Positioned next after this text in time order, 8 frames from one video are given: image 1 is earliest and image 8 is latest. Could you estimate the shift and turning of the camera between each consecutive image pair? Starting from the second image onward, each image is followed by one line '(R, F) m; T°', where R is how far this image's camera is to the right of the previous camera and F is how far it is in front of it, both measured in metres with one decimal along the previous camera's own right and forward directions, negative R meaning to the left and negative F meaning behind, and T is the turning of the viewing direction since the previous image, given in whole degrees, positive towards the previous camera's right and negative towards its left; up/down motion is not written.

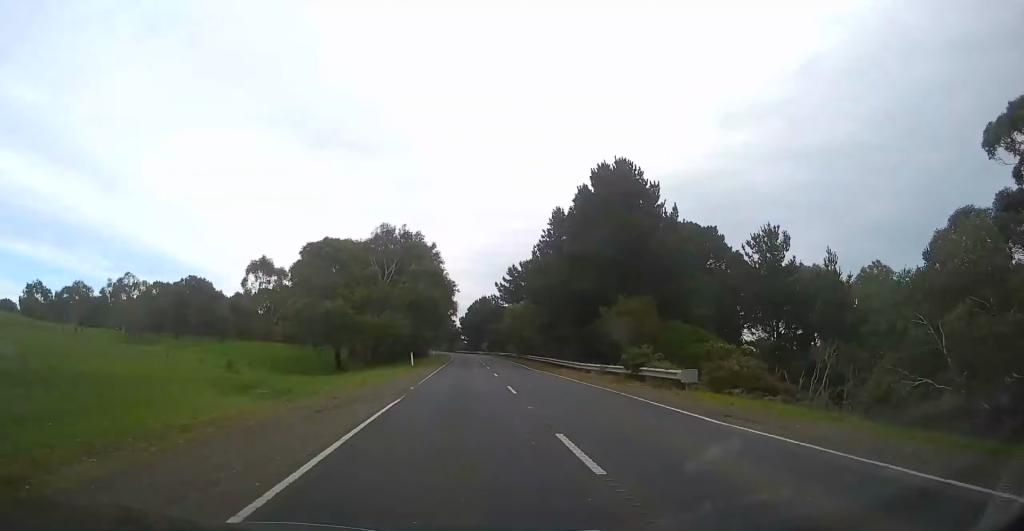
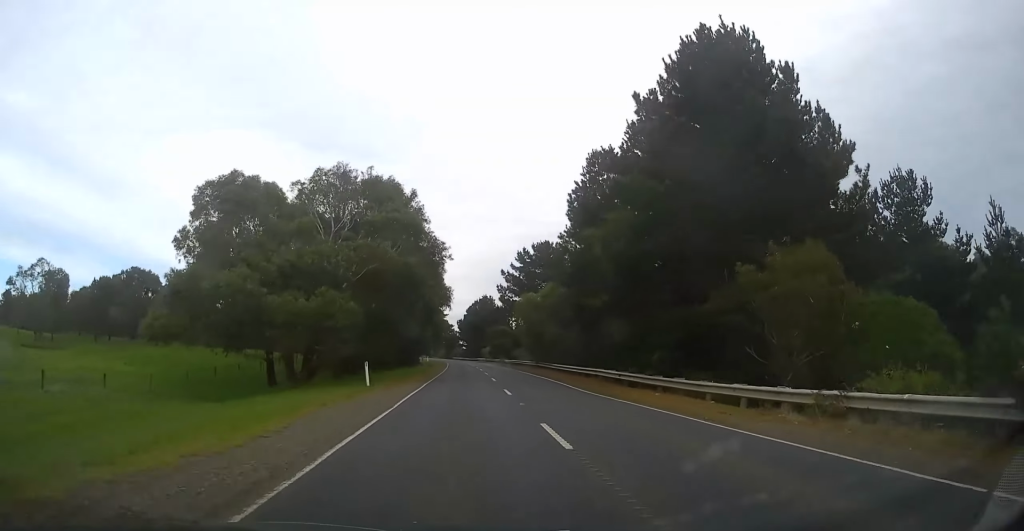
(+0.6, +21.4) m; +1°
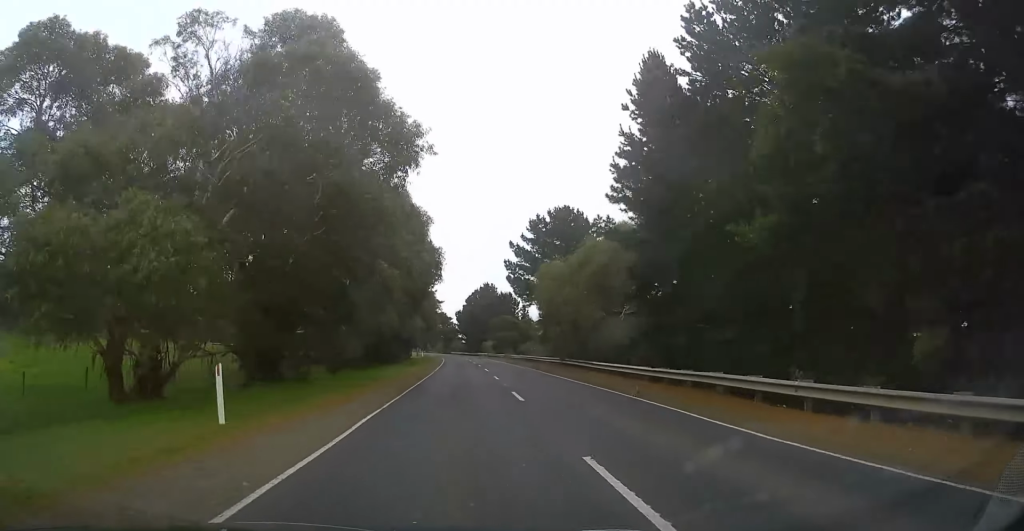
(-0.2, +16.5) m; -1°
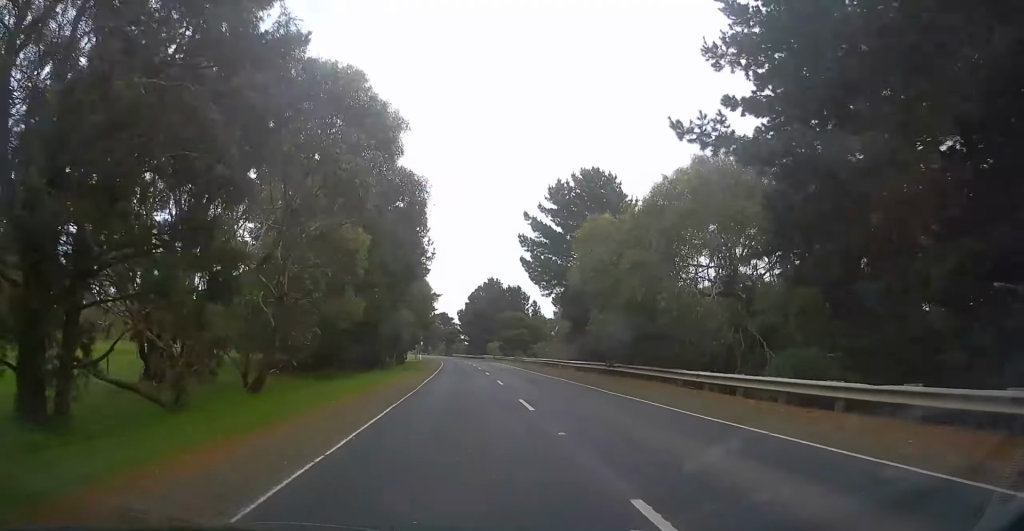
(-0.1, +14.0) m; -1°
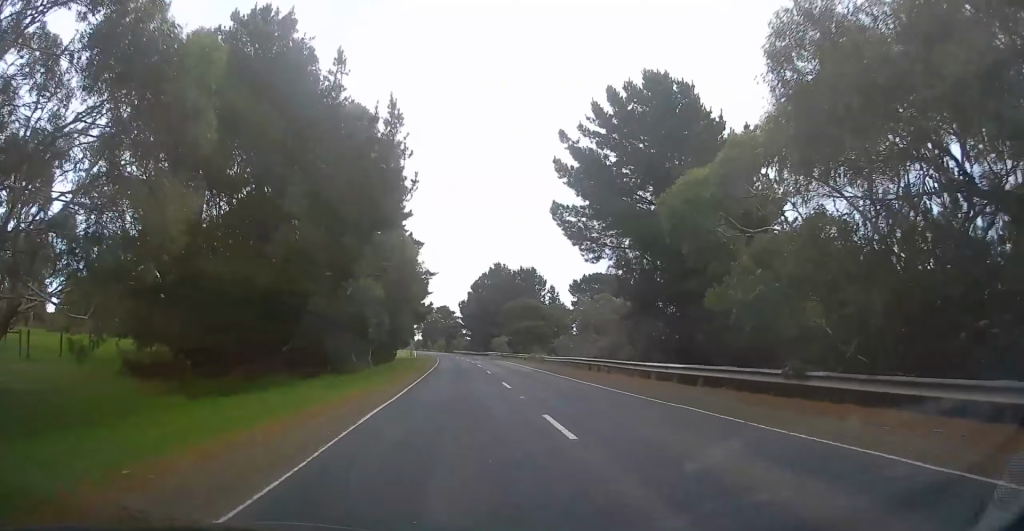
(-0.2, +17.3) m; 0°
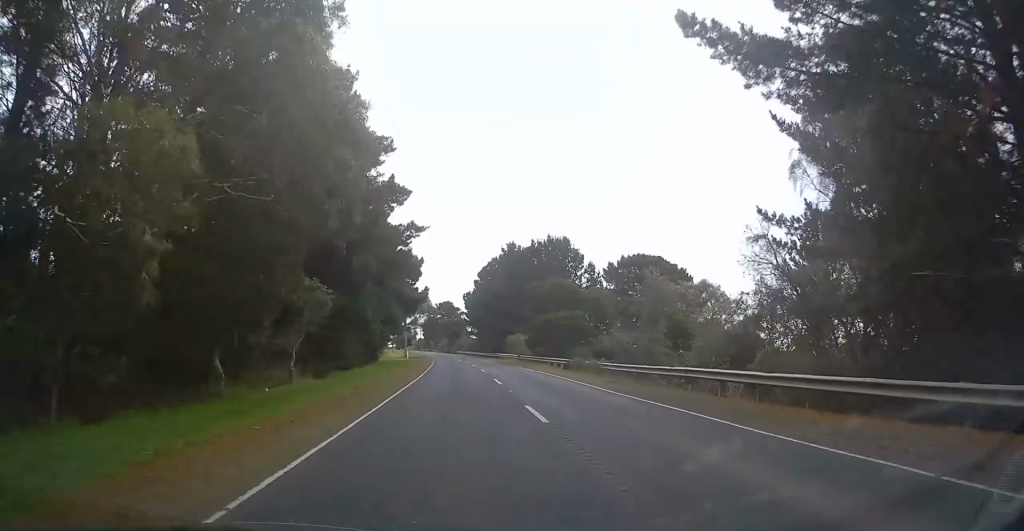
(+0.1, +21.6) m; 0°
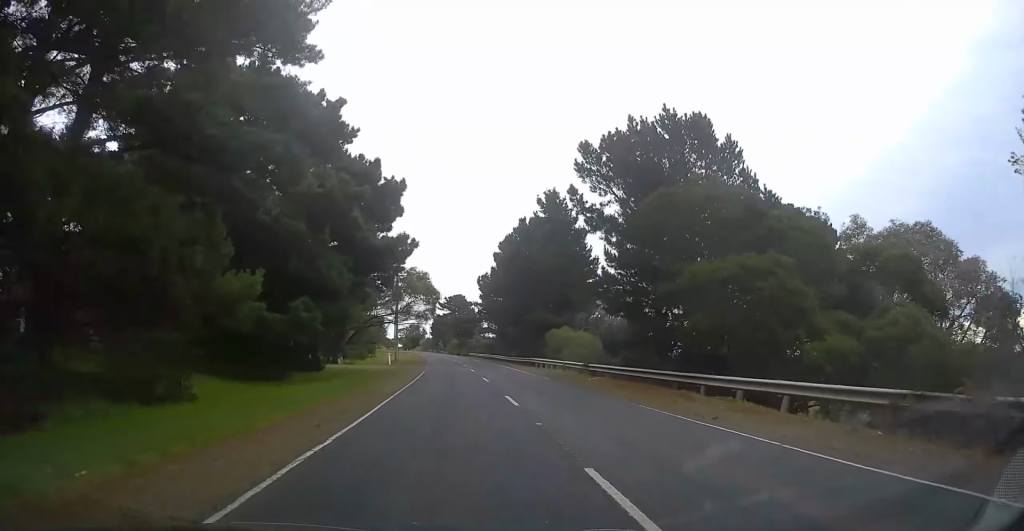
(-0.3, +31.8) m; -2°
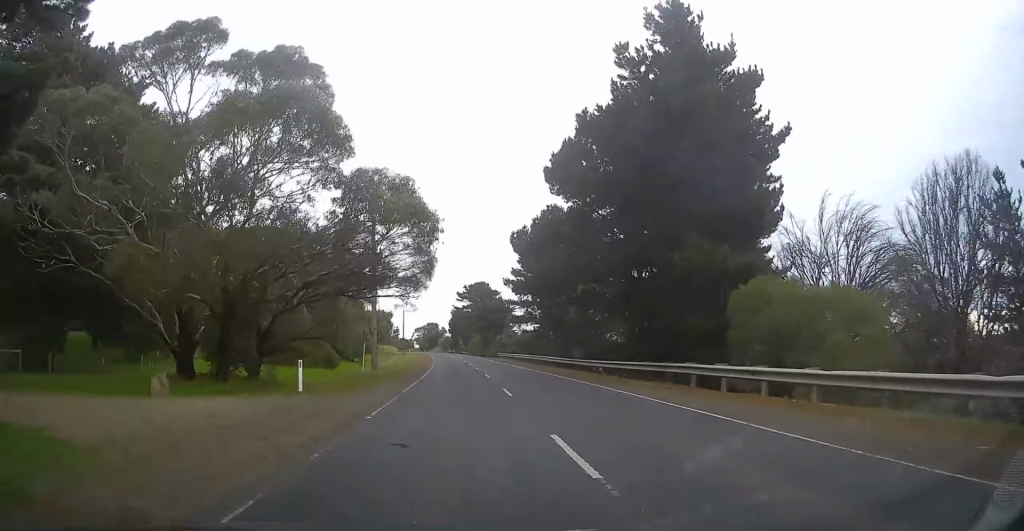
(-0.6, +33.2) m; -2°
